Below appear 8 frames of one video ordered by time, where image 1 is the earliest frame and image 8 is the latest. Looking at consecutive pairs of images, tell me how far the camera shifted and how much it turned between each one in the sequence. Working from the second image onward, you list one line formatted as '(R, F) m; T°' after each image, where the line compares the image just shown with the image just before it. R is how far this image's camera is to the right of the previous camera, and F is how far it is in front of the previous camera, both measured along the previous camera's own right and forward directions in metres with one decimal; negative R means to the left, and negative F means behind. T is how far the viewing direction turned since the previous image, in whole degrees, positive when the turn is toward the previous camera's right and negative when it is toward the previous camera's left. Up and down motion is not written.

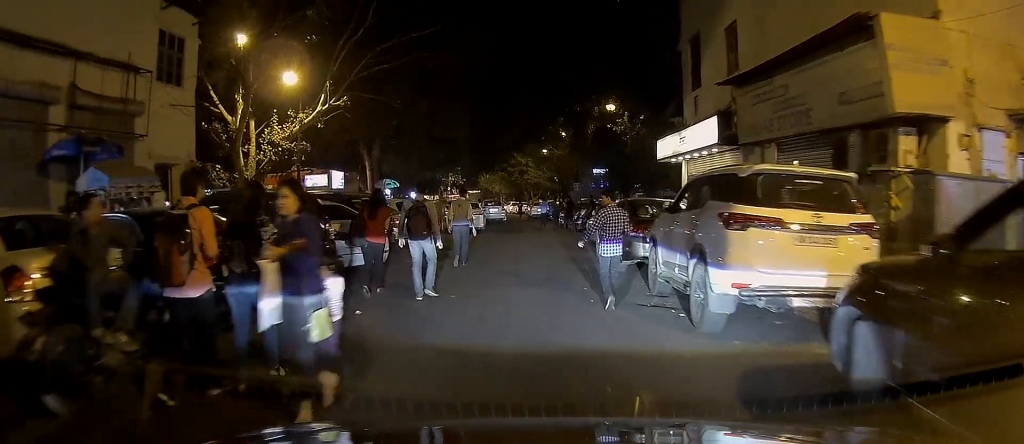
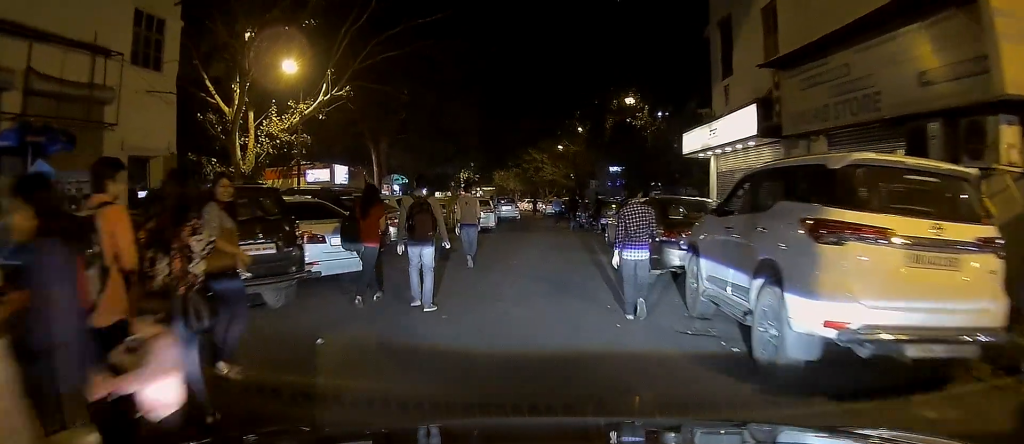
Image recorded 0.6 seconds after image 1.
(-0.1, +1.8) m; -2°
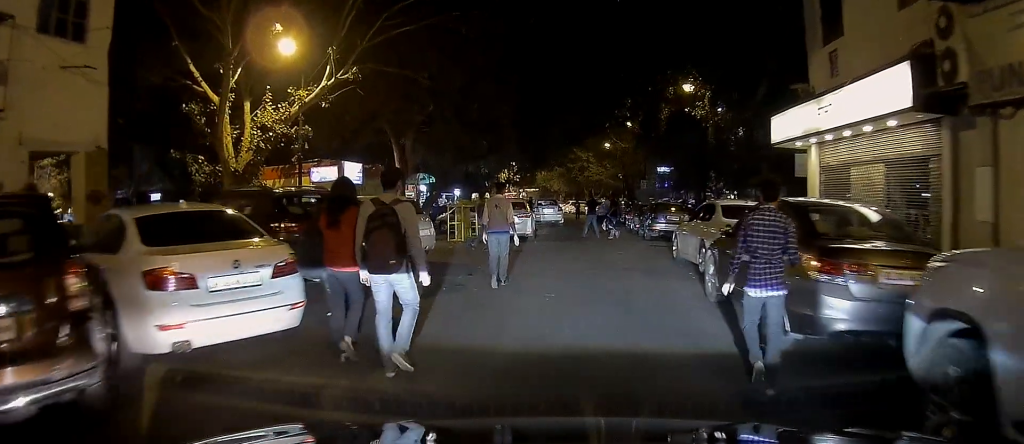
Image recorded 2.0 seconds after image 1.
(+0.1, +4.5) m; -1°
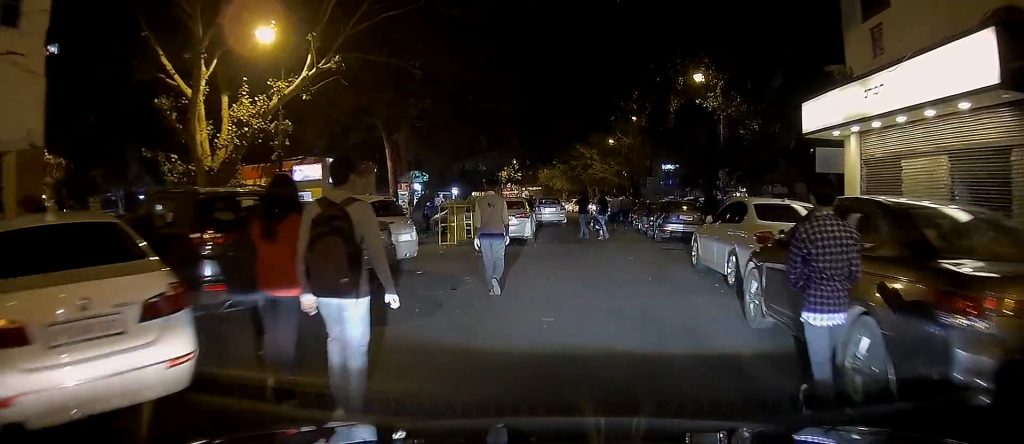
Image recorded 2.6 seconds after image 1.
(0.0, +1.8) m; -3°
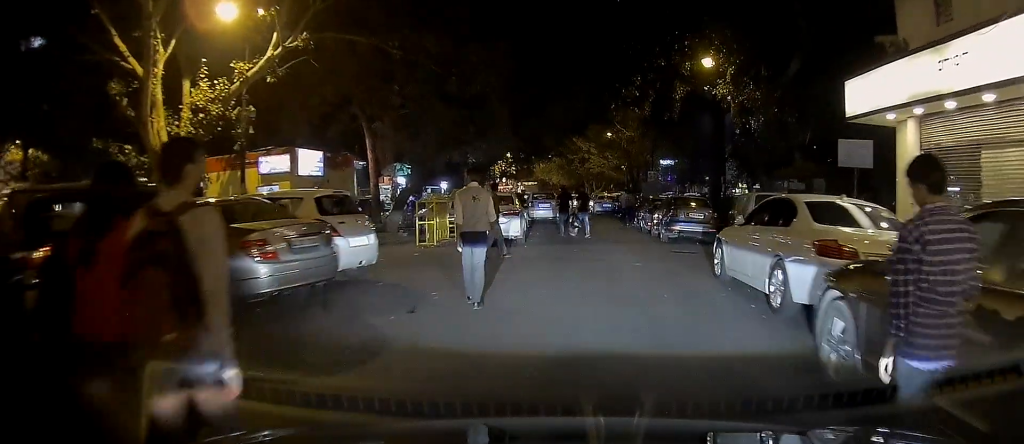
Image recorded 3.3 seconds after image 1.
(-0.3, +2.2) m; -4°
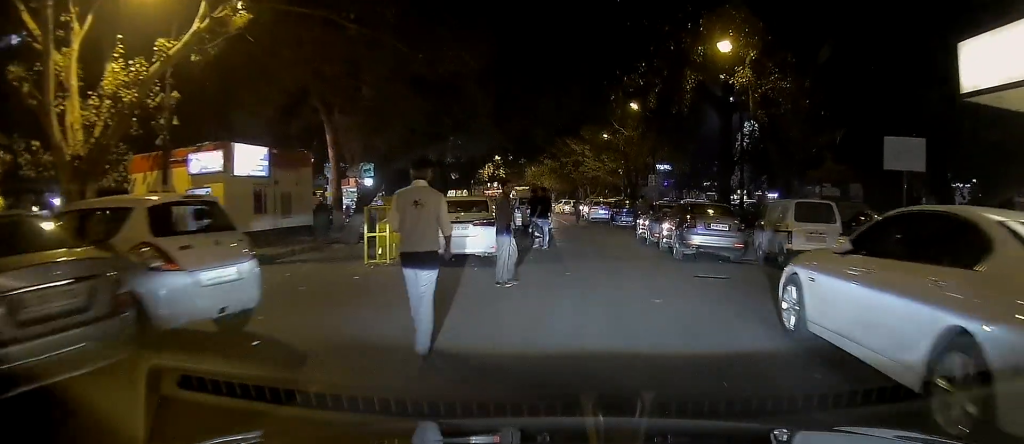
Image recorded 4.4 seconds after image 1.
(+0.1, +3.6) m; 0°
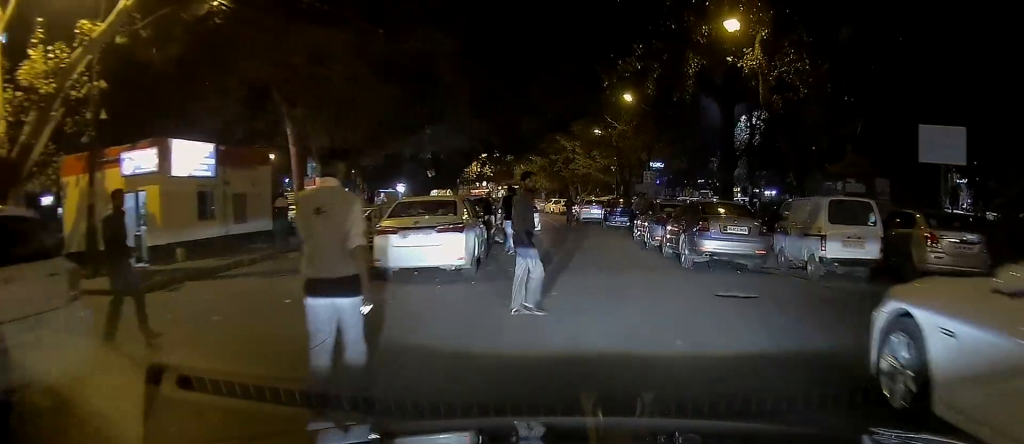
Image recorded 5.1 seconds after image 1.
(-0.1, +2.4) m; +3°
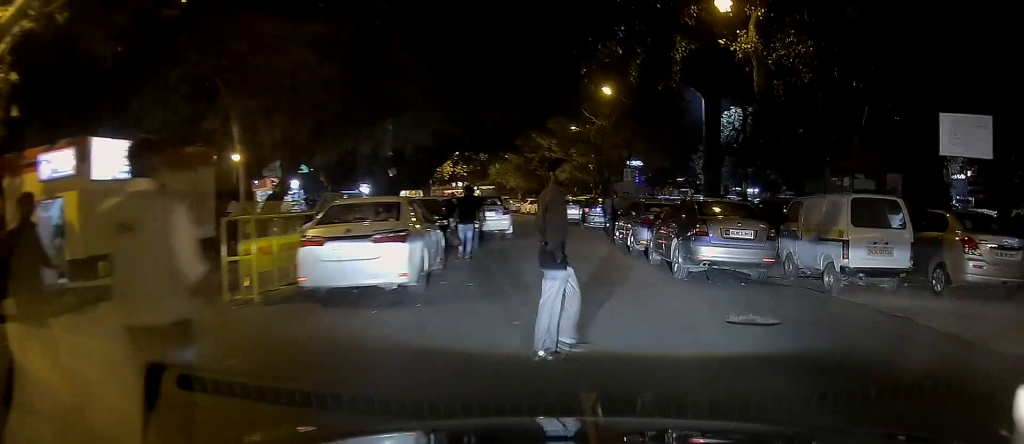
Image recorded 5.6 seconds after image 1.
(0.0, +2.1) m; +4°
